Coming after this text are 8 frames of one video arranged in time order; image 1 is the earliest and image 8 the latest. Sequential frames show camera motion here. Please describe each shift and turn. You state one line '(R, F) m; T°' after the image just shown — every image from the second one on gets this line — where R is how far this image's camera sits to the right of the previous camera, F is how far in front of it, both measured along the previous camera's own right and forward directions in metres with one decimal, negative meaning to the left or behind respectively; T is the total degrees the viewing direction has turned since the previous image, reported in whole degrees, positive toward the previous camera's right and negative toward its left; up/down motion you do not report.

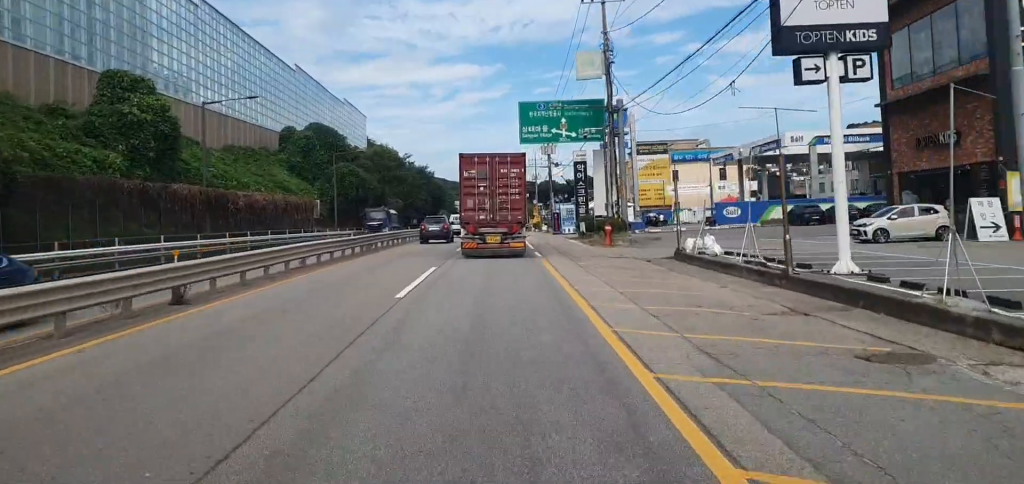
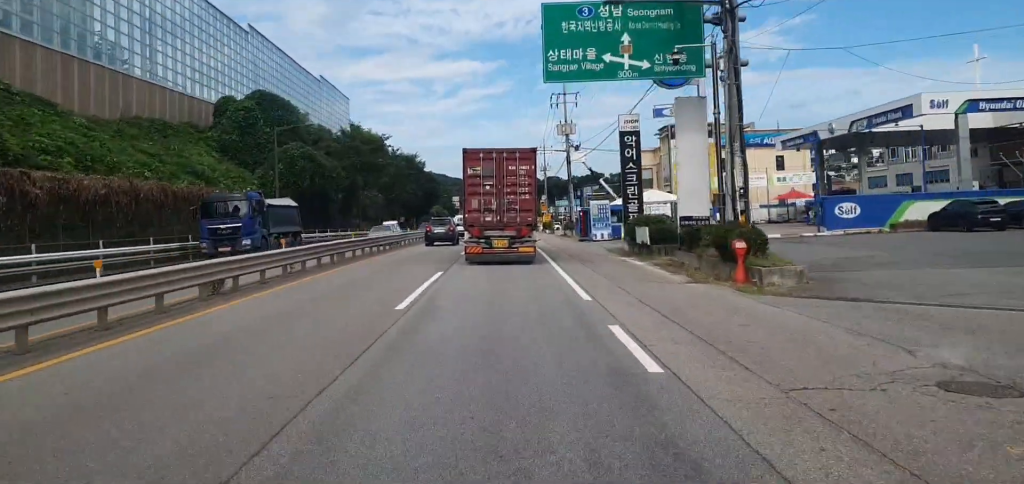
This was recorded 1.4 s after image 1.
(+0.4, +21.0) m; +2°
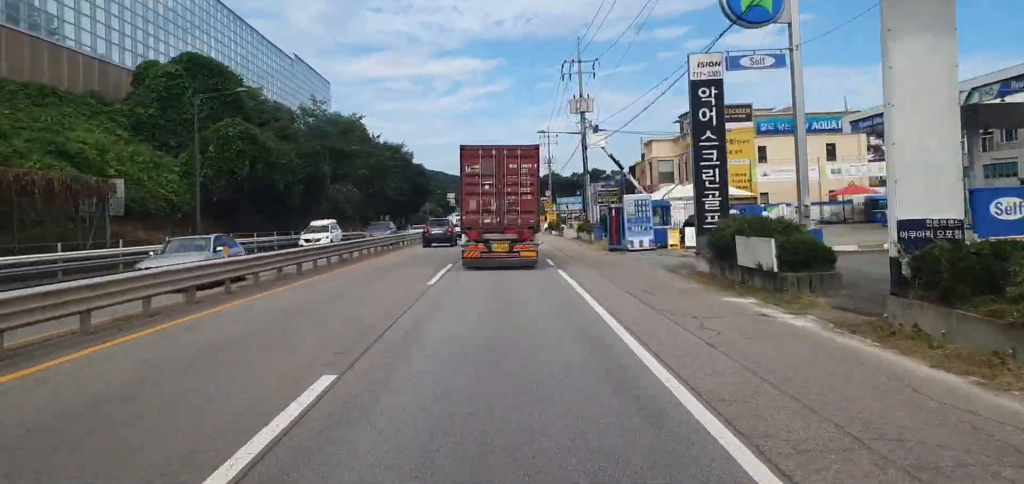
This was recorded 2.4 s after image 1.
(0.0, +14.4) m; 0°
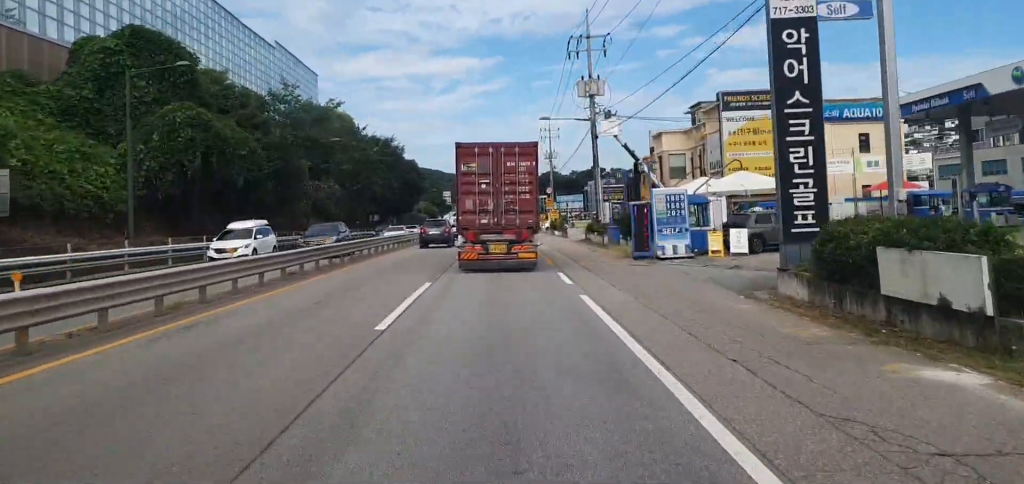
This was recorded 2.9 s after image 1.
(0.0, +7.3) m; 0°
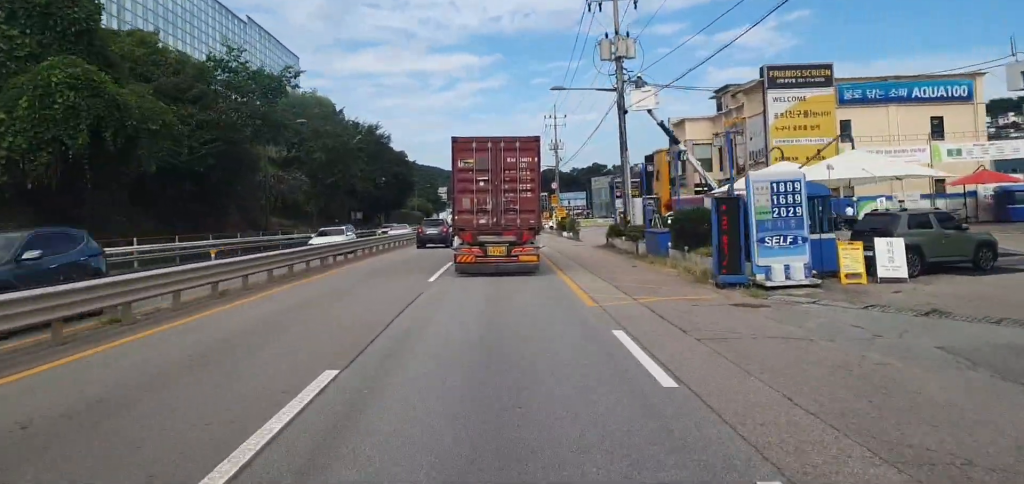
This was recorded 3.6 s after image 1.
(+0.1, +11.0) m; 0°
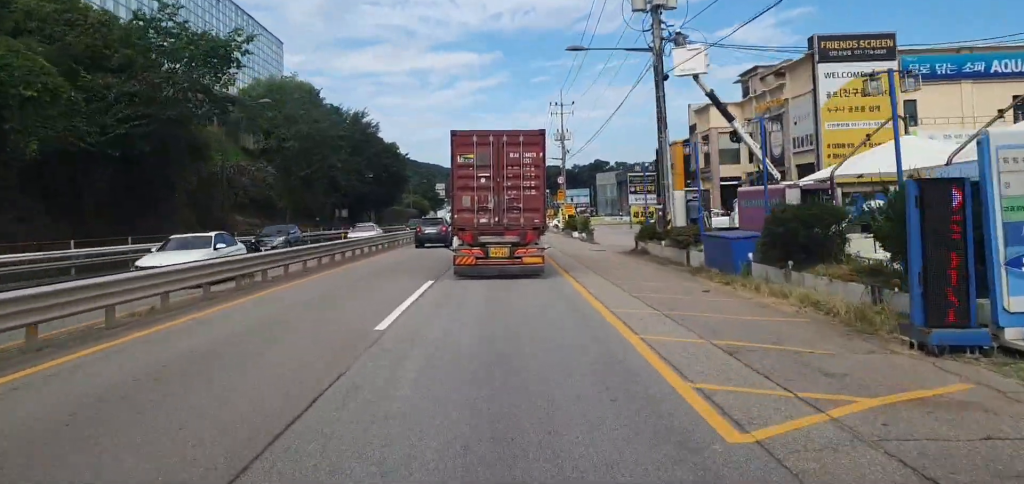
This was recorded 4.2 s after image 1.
(0.0, +8.5) m; 0°
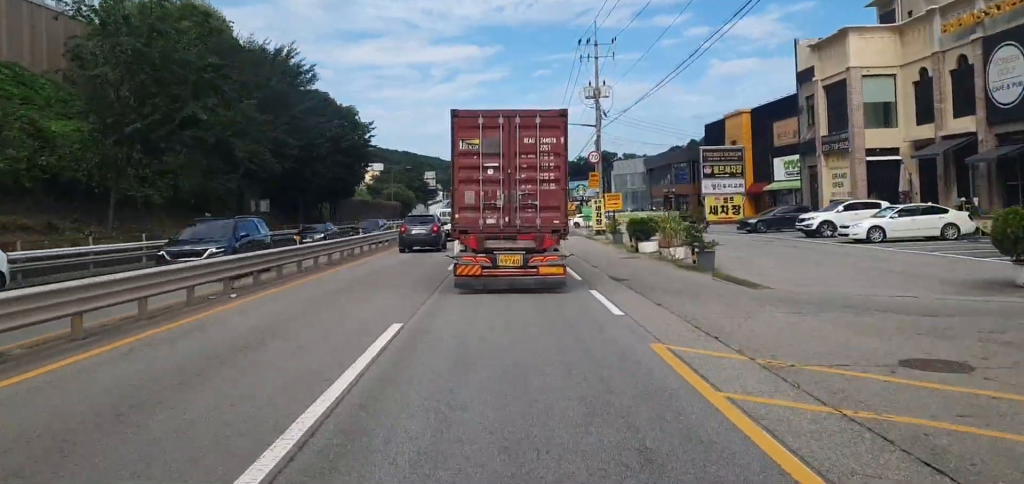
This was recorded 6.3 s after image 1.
(-0.8, +26.8) m; -1°
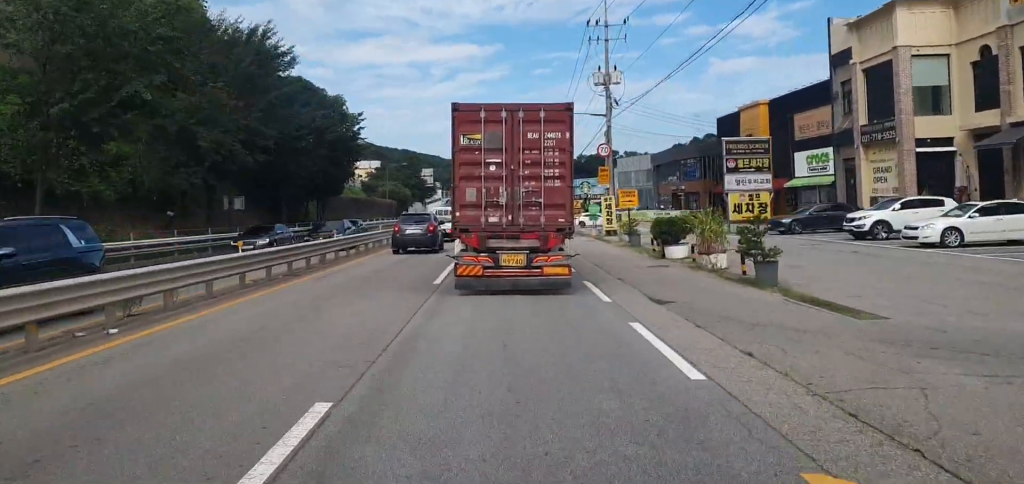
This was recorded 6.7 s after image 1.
(+0.2, +4.8) m; +1°
